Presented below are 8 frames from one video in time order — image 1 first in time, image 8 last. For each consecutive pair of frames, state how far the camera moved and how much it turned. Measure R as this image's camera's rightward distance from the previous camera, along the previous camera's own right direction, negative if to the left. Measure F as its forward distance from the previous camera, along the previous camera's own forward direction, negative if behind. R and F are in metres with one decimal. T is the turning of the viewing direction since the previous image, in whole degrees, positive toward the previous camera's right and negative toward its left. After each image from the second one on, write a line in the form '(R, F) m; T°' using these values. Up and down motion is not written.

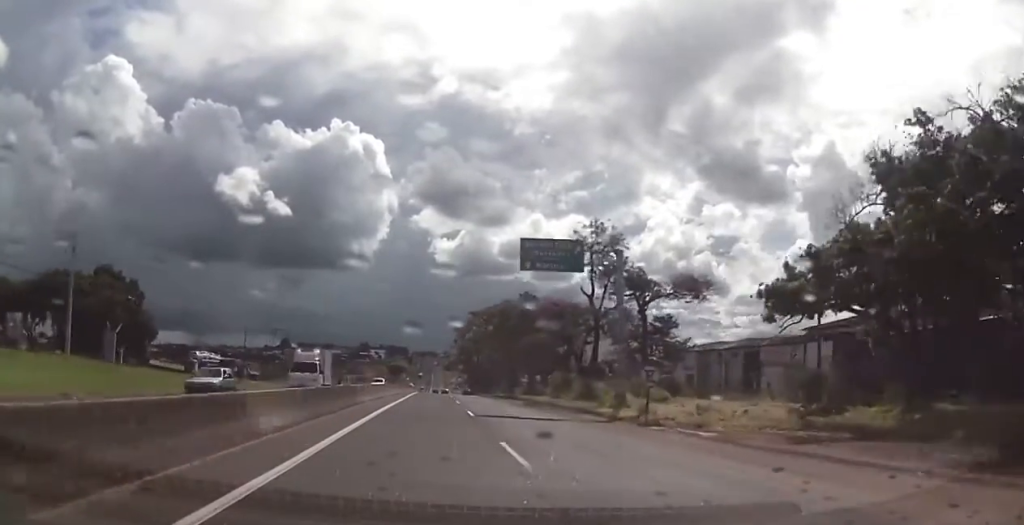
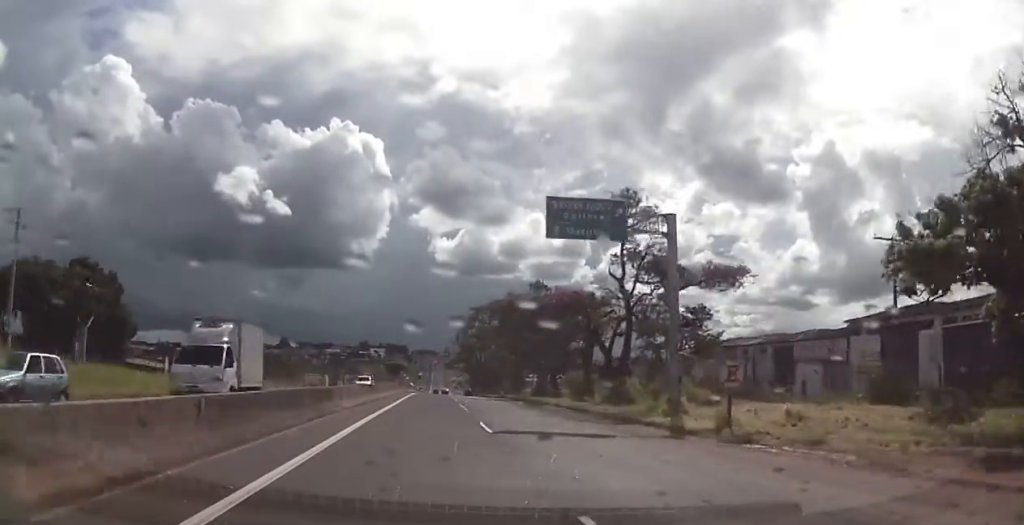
(-0.2, +8.1) m; 0°
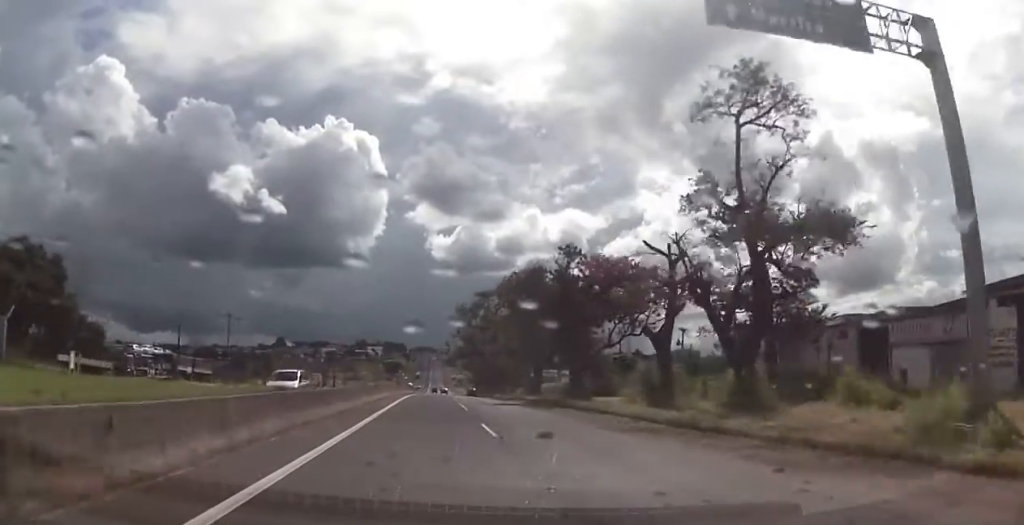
(+0.4, +17.0) m; 0°
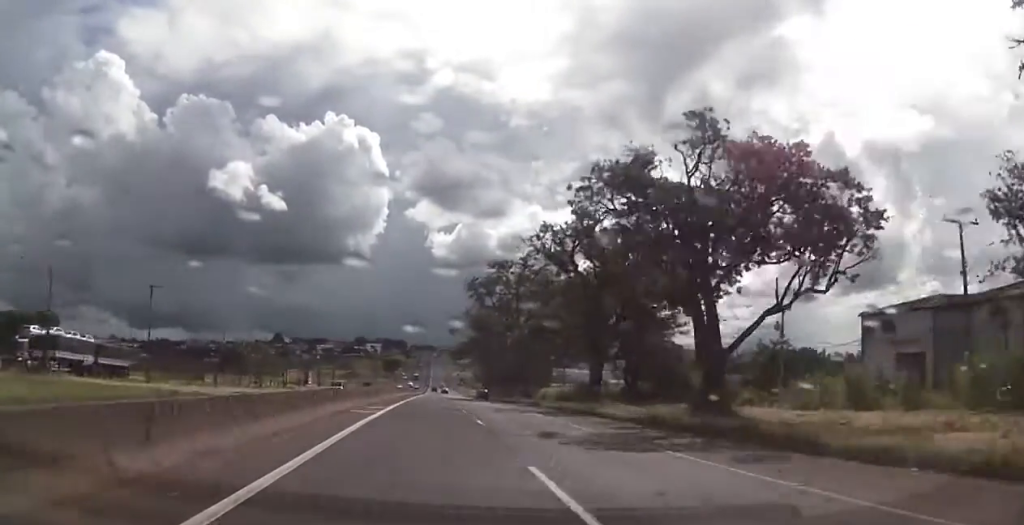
(-0.3, +26.2) m; 0°
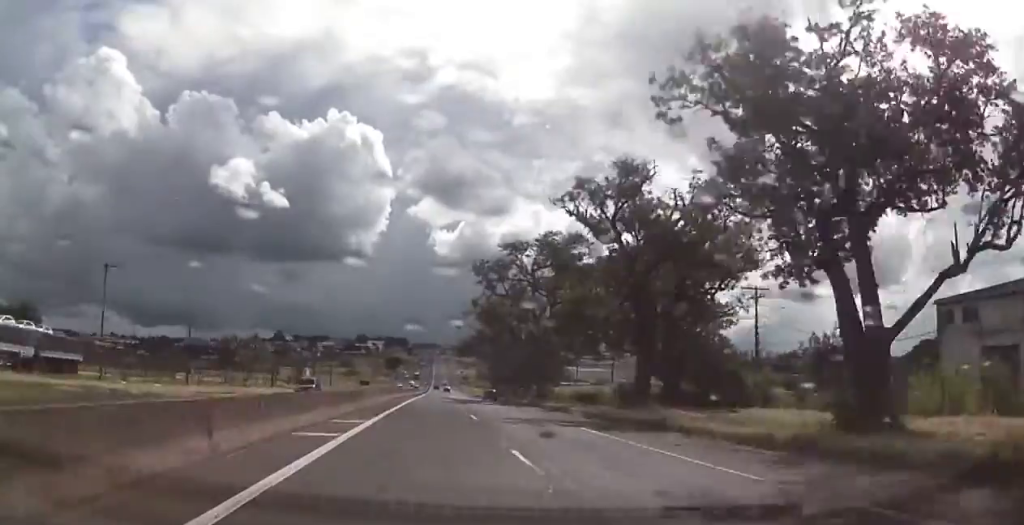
(+0.3, +10.6) m; 0°
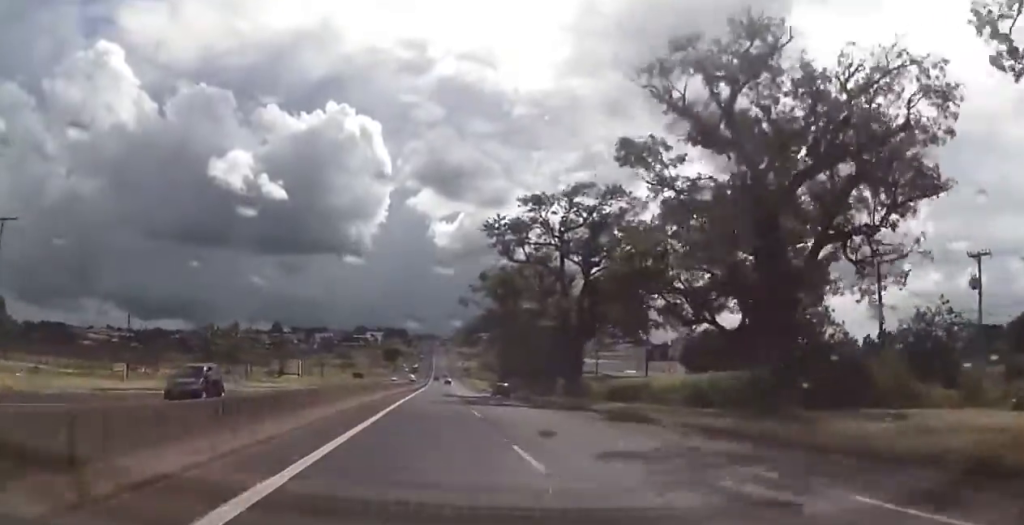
(+0.1, +15.6) m; 0°
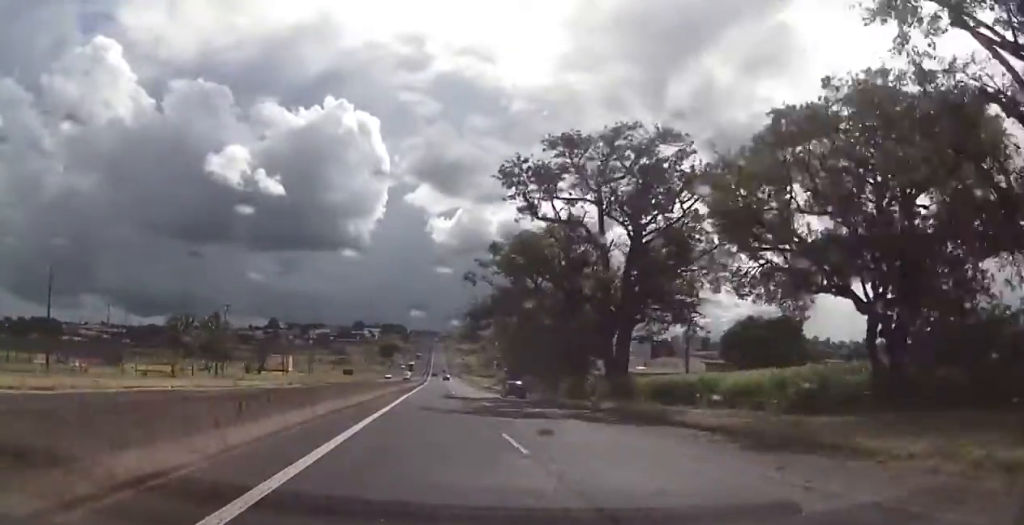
(-0.4, +13.6) m; 0°
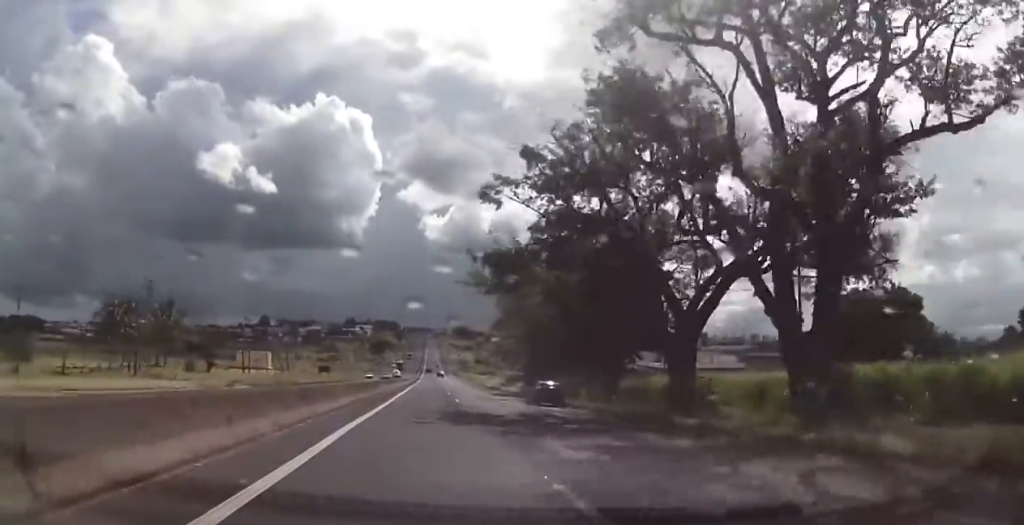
(+0.6, +23.1) m; 0°
